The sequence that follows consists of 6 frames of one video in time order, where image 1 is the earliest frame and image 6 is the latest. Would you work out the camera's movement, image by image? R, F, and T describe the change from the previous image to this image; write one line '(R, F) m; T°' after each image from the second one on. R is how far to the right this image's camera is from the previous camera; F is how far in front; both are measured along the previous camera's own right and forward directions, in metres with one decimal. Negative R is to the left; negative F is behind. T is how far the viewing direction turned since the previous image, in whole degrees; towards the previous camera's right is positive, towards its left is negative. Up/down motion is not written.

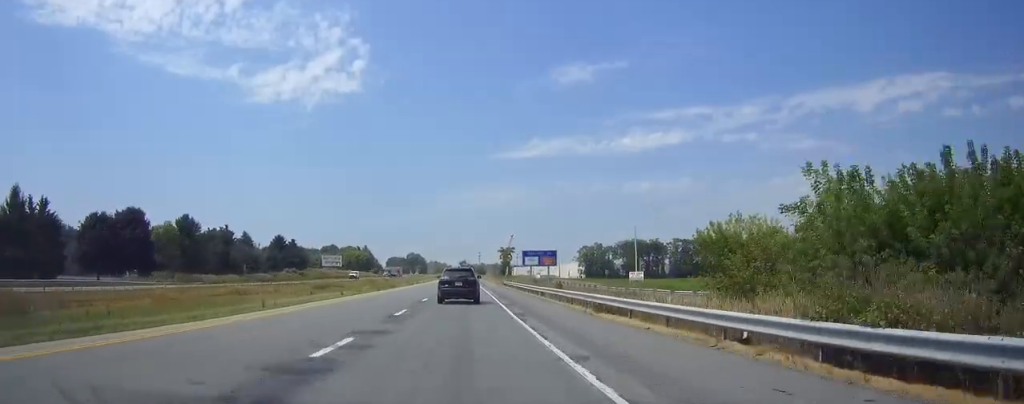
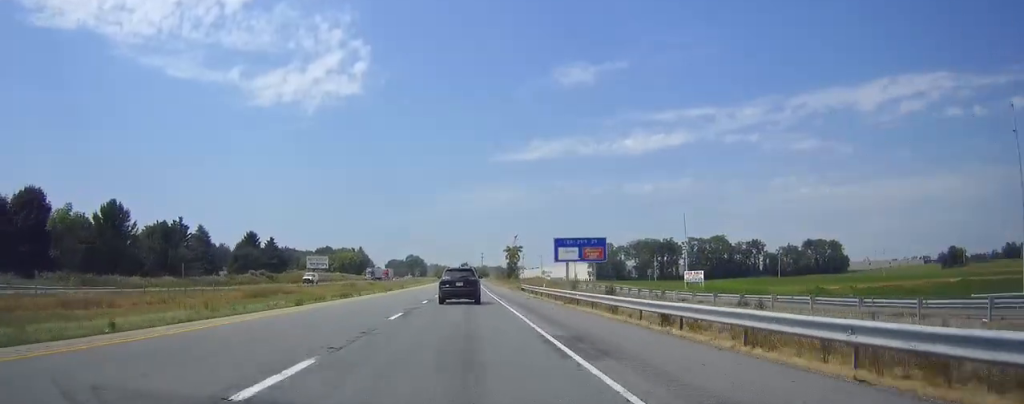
(-0.1, +27.2) m; 0°
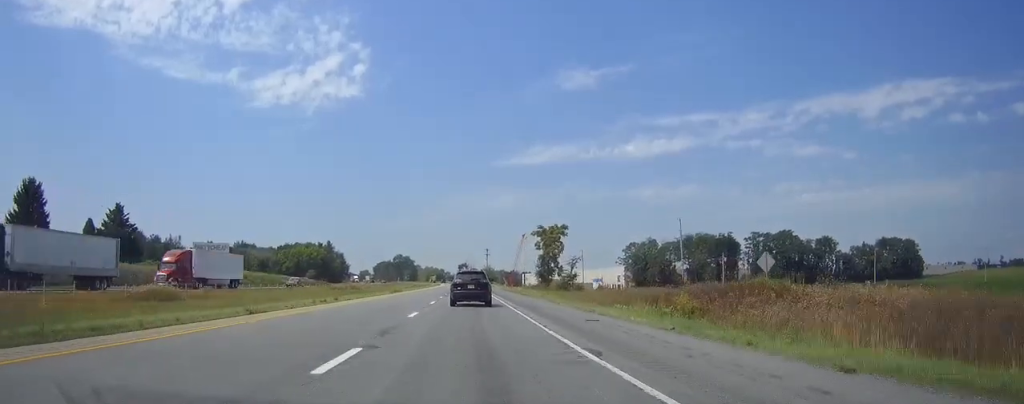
(-0.4, +94.6) m; 0°
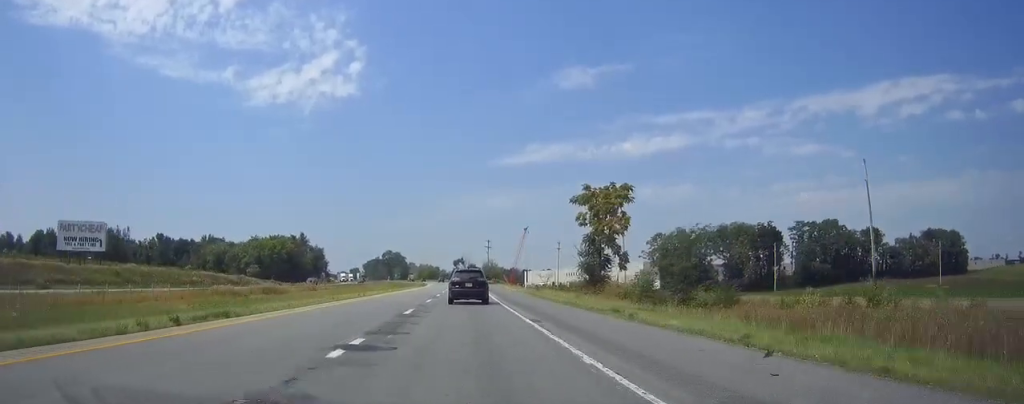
(+0.2, +47.7) m; 0°
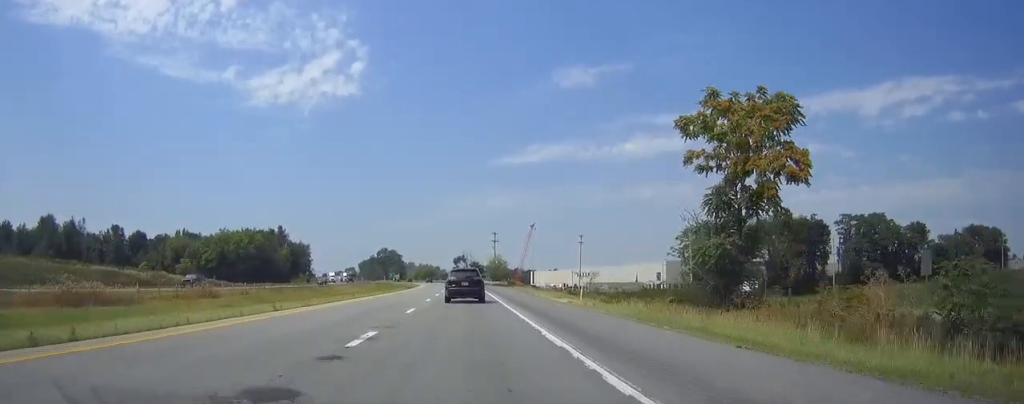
(0.0, +35.7) m; 0°
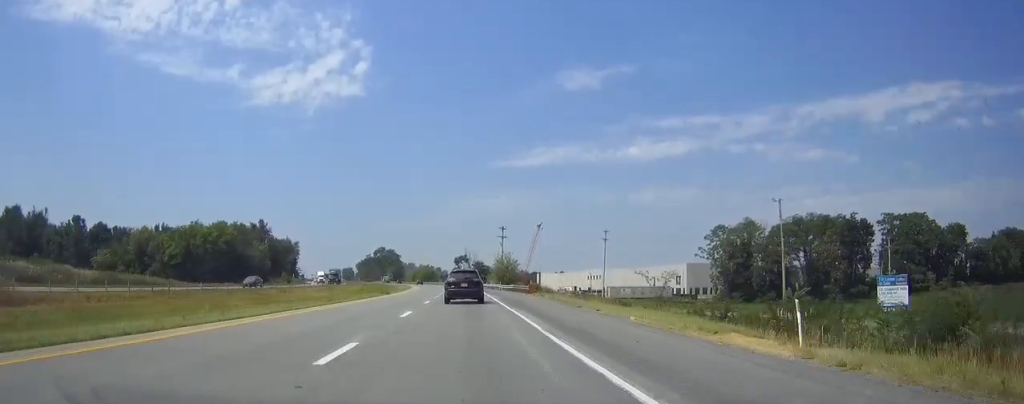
(0.0, +25.9) m; 0°
